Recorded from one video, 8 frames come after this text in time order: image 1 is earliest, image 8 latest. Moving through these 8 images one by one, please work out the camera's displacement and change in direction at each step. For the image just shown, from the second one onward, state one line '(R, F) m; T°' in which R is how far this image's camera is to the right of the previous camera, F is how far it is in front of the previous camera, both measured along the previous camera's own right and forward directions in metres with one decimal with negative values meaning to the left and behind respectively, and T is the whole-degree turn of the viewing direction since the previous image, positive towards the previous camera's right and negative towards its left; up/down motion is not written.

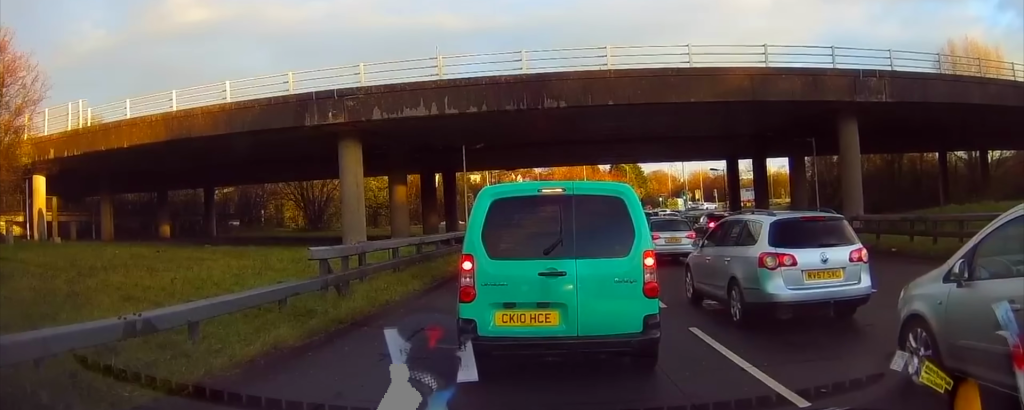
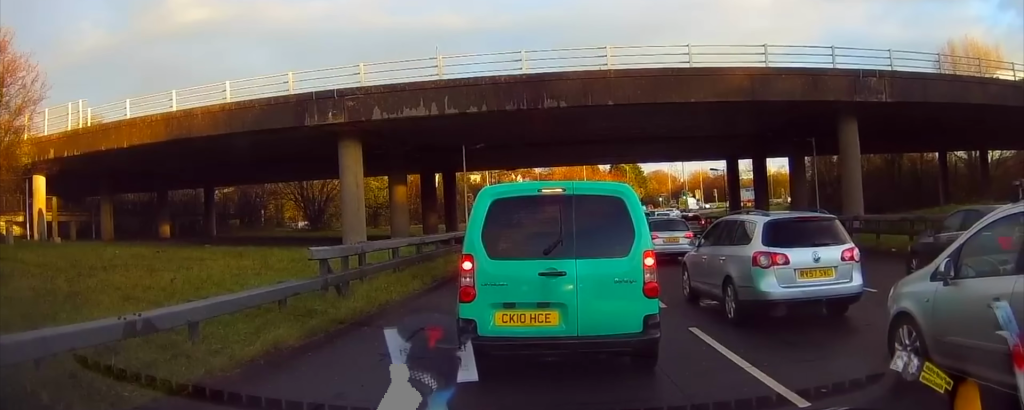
(0.0, 0.0) m; 0°
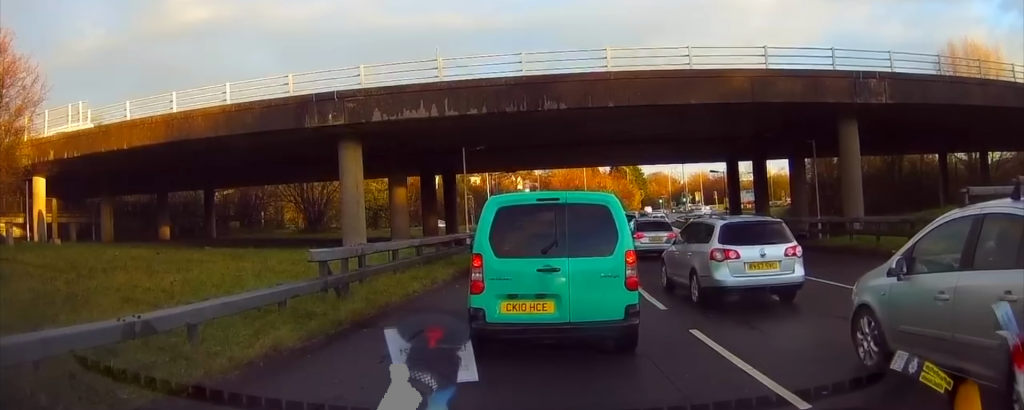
(-0.1, +0.5) m; 0°
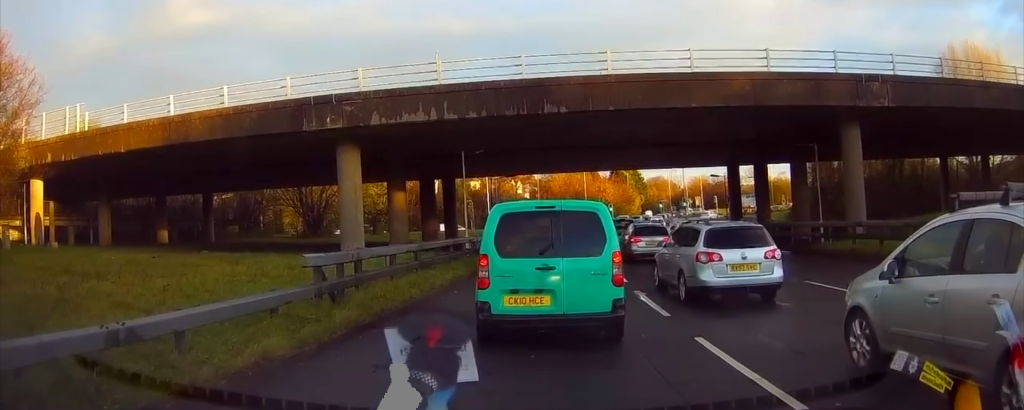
(-0.1, +0.9) m; 0°
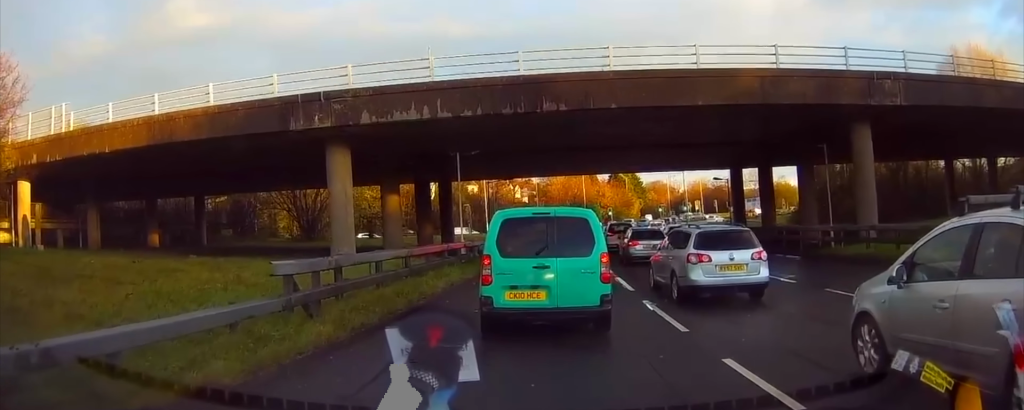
(0.0, +2.0) m; +1°
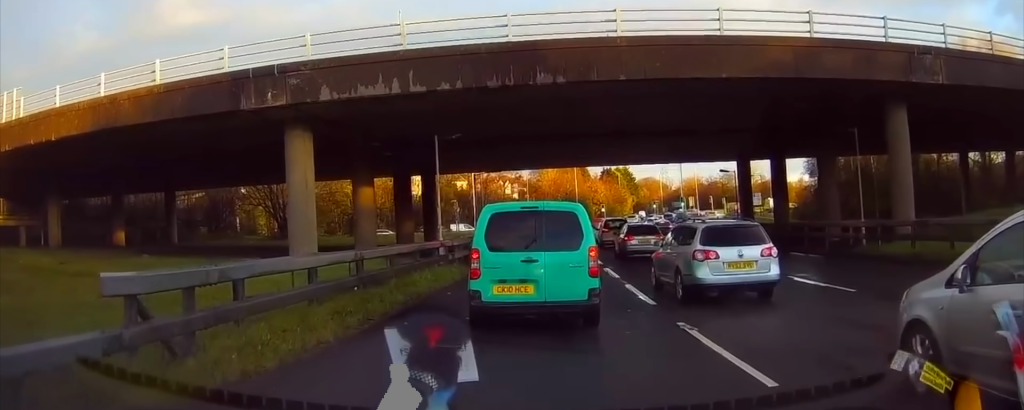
(+0.1, +4.0) m; +1°
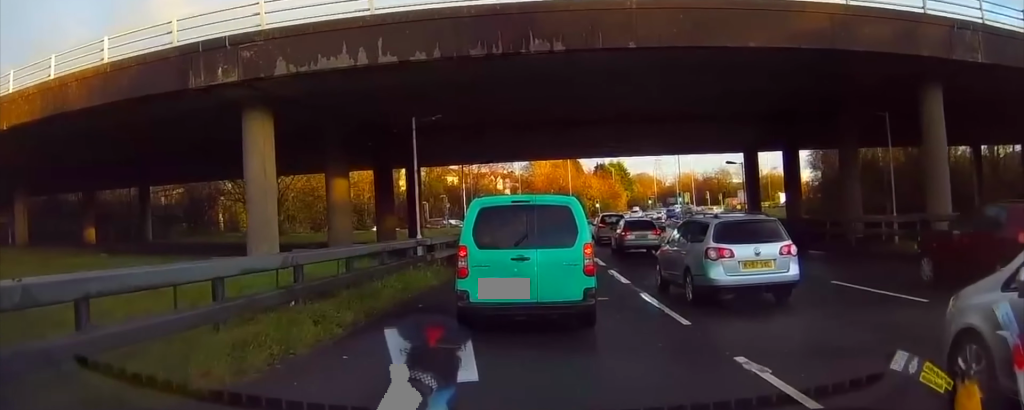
(0.0, +2.9) m; 0°
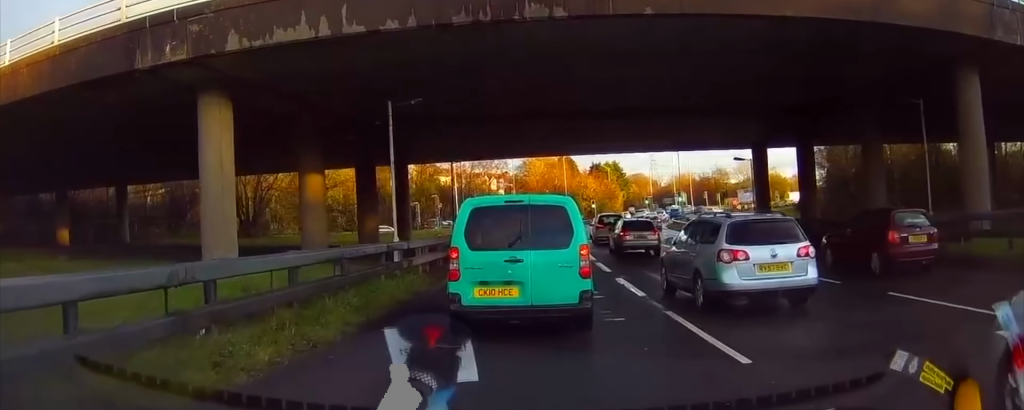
(0.0, +2.4) m; -1°
